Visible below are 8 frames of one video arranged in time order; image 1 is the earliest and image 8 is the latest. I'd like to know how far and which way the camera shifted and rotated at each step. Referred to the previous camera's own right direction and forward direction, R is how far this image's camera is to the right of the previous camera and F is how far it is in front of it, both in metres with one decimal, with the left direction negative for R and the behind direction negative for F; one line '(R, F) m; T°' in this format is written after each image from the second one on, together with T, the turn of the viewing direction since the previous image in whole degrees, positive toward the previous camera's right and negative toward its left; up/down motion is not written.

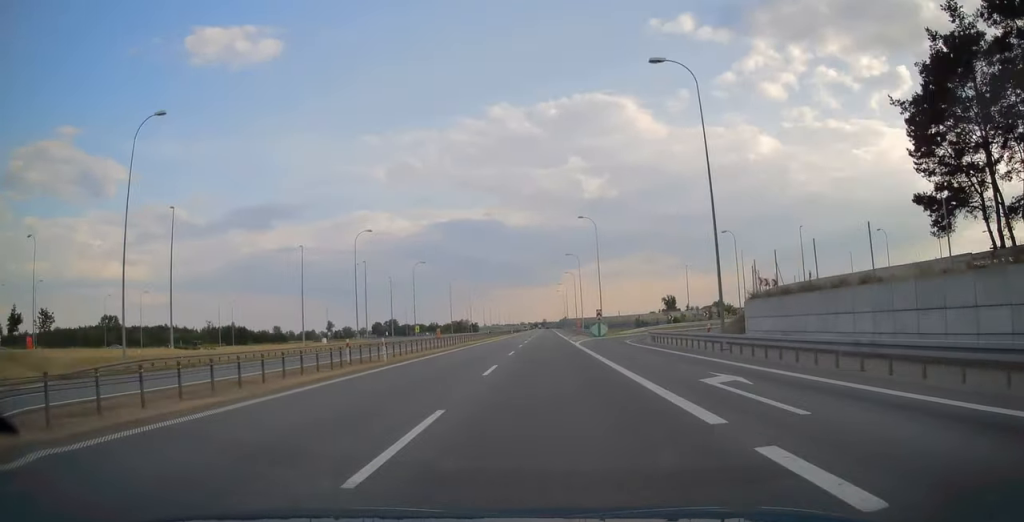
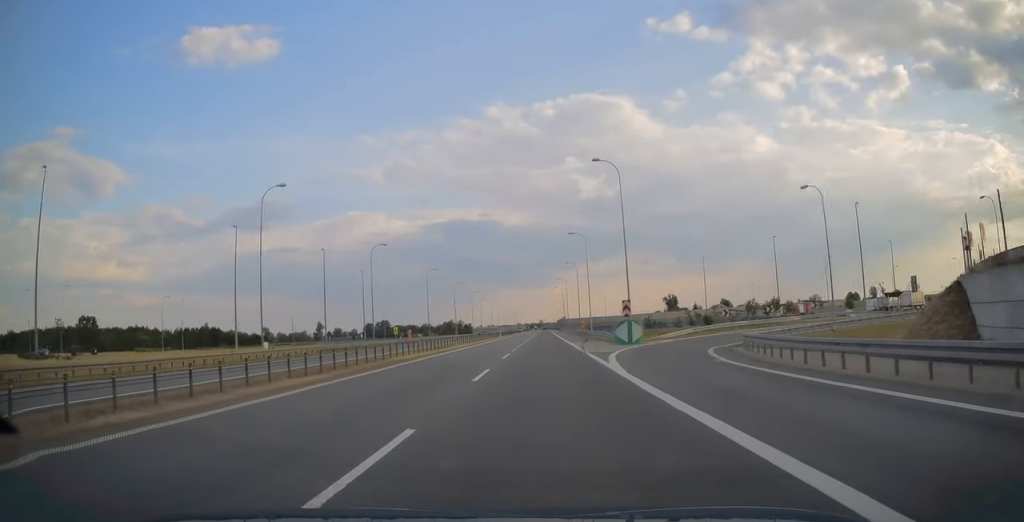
(+0.2, +25.6) m; 0°
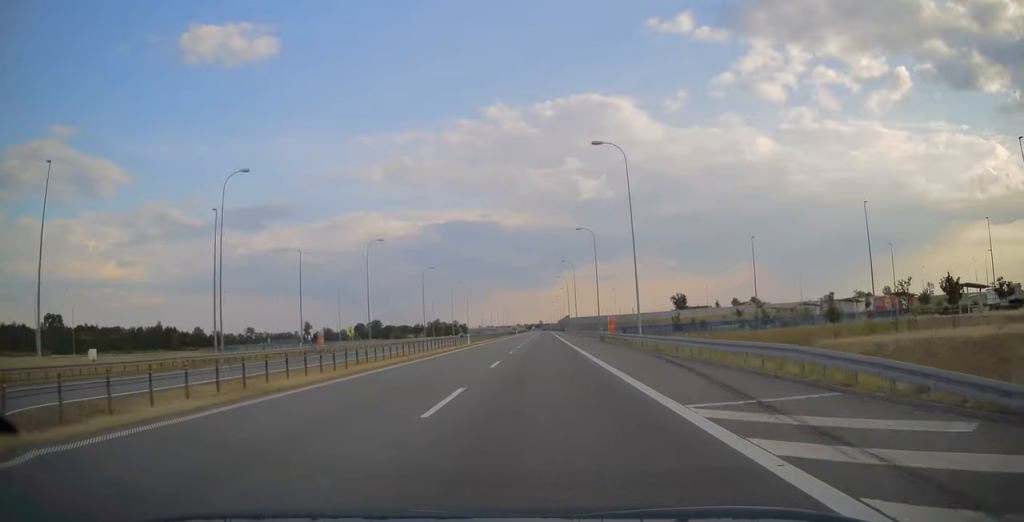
(+0.1, +41.9) m; 0°
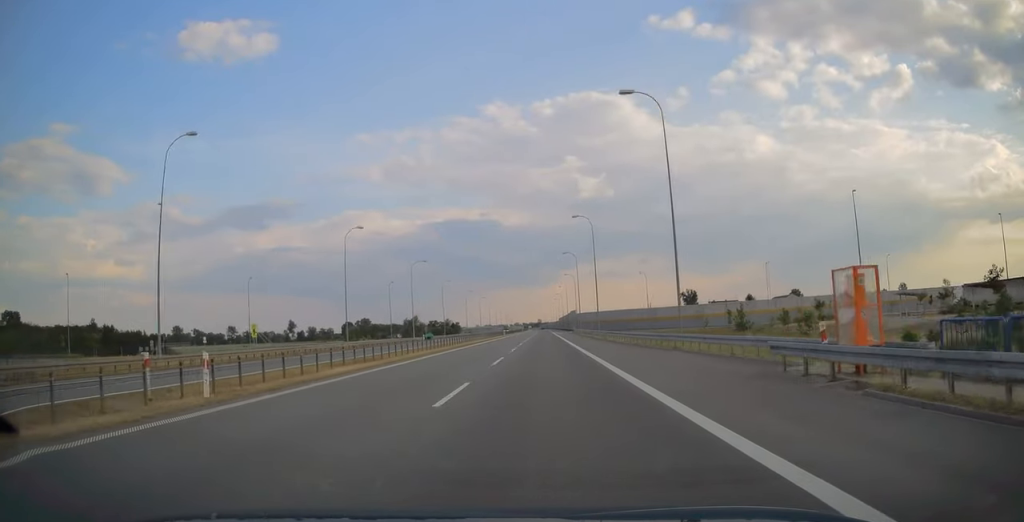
(+0.1, +46.8) m; 0°
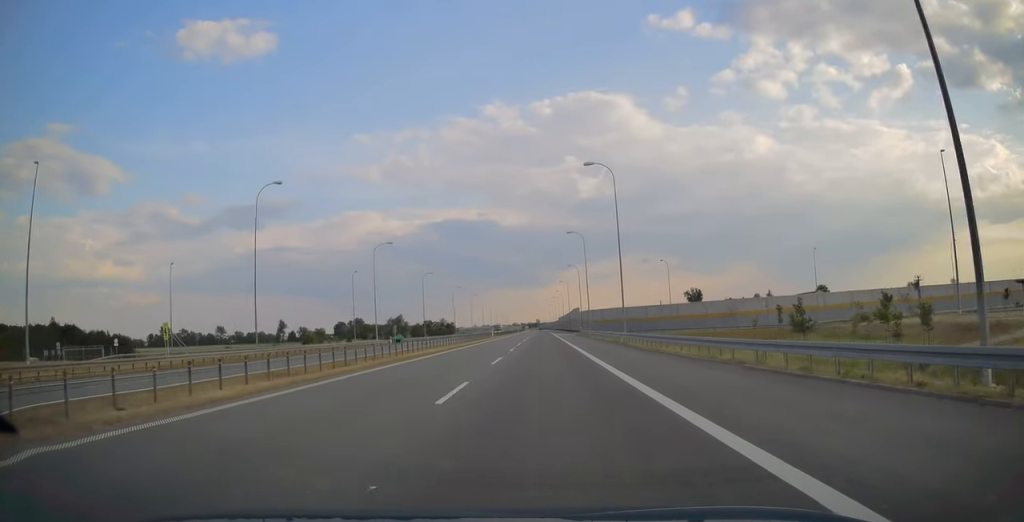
(0.0, +23.4) m; 0°
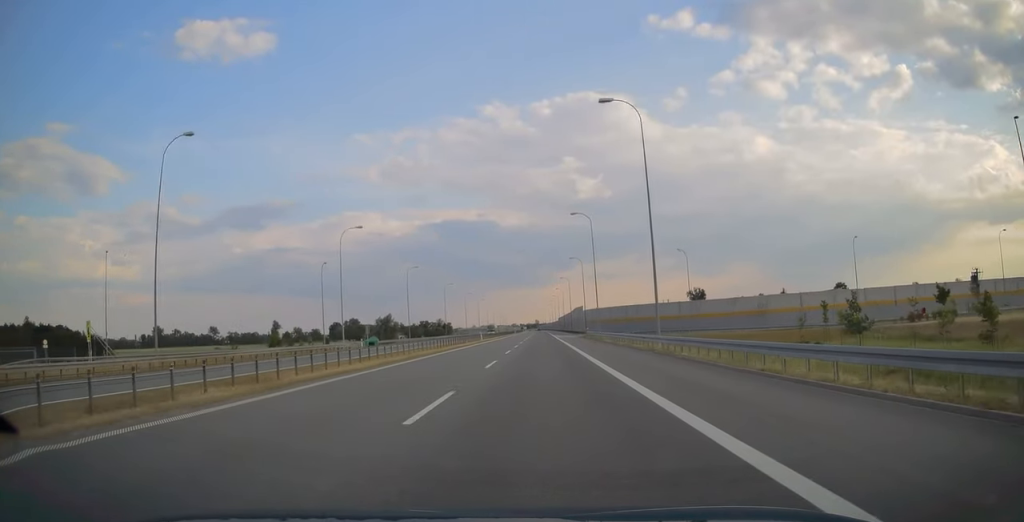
(0.0, +14.1) m; 0°
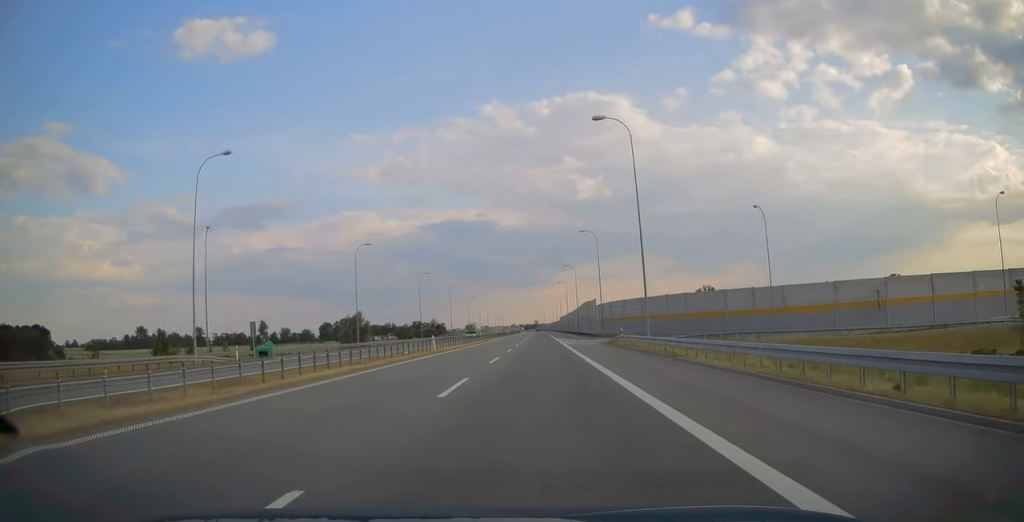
(0.0, +32.1) m; 0°
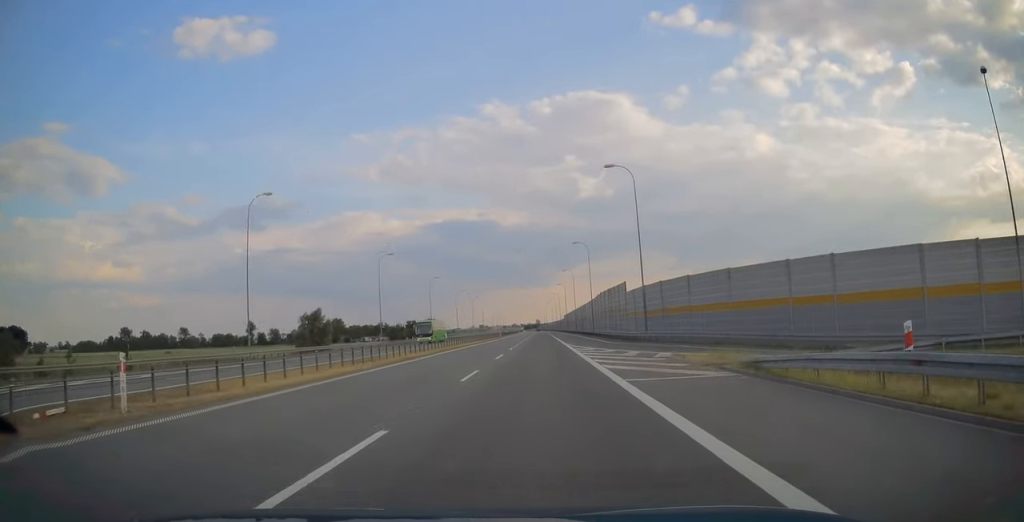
(+0.1, +32.6) m; 0°
